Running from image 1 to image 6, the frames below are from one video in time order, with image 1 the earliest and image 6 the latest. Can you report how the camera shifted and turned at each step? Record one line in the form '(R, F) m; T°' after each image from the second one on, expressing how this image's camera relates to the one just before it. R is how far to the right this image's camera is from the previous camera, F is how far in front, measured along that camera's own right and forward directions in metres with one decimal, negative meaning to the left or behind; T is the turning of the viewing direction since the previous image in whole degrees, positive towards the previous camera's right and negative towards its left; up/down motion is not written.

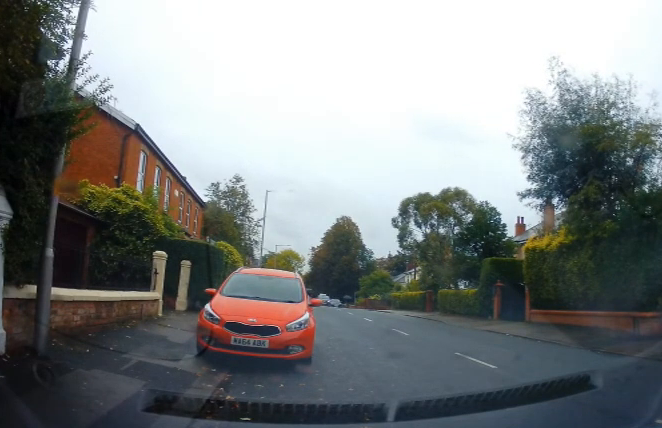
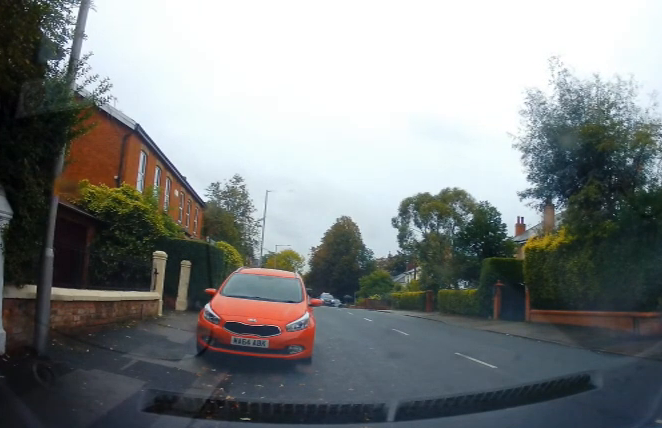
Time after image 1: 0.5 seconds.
(0.0, 0.0) m; 0°
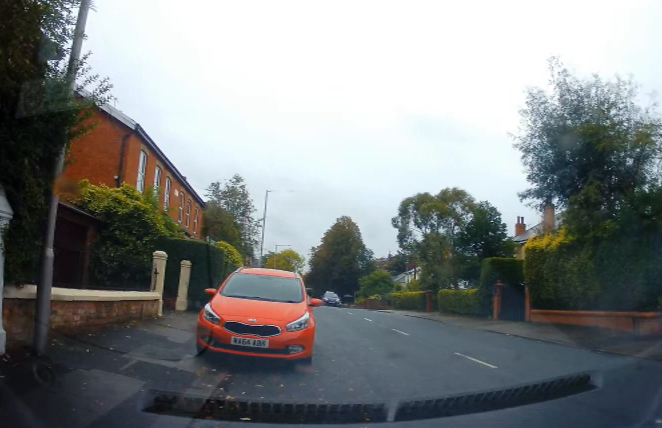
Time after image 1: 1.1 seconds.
(0.0, 0.0) m; 0°
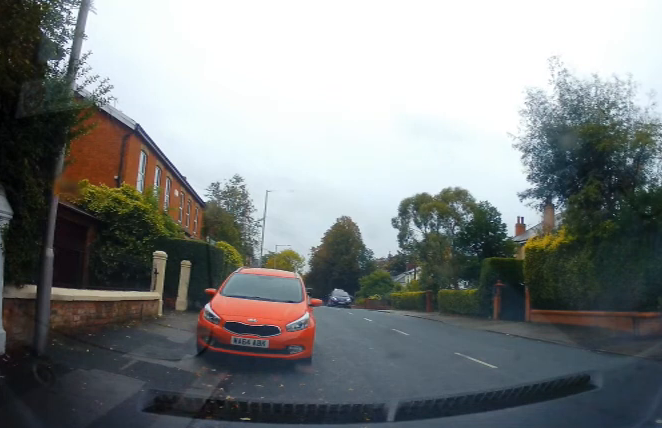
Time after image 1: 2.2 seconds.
(0.0, 0.0) m; 0°
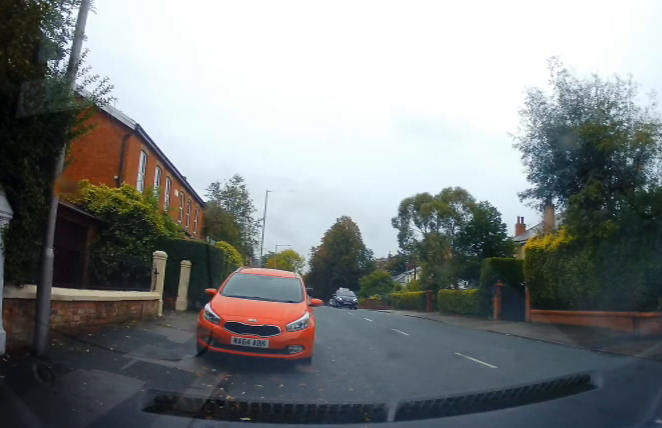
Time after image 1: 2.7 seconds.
(0.0, 0.0) m; 0°
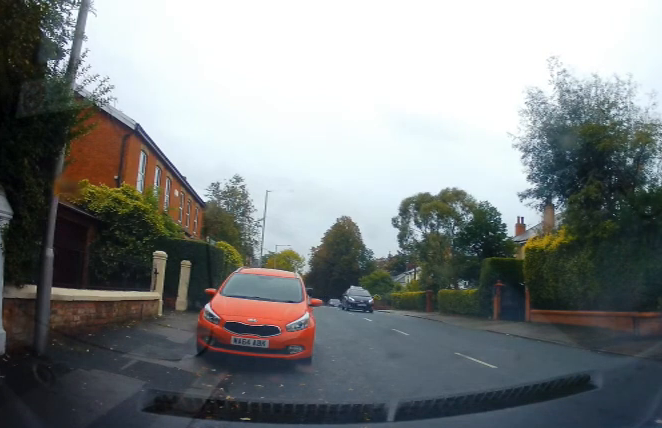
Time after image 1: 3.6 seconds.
(0.0, 0.0) m; 0°
